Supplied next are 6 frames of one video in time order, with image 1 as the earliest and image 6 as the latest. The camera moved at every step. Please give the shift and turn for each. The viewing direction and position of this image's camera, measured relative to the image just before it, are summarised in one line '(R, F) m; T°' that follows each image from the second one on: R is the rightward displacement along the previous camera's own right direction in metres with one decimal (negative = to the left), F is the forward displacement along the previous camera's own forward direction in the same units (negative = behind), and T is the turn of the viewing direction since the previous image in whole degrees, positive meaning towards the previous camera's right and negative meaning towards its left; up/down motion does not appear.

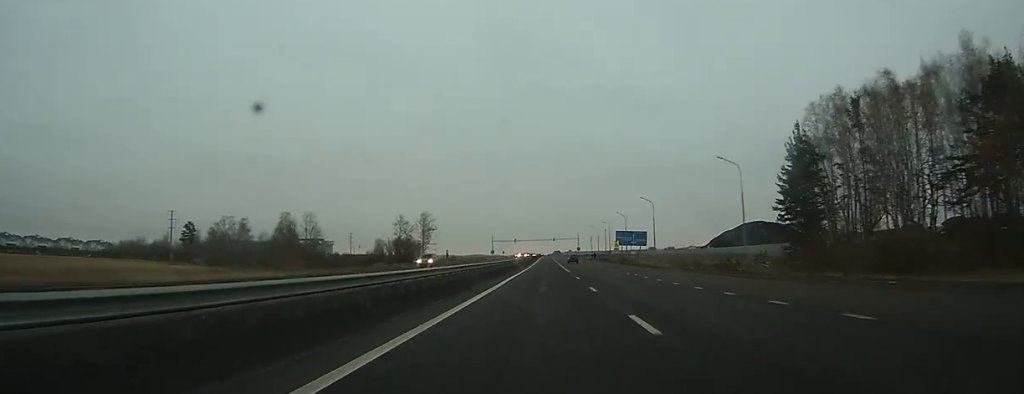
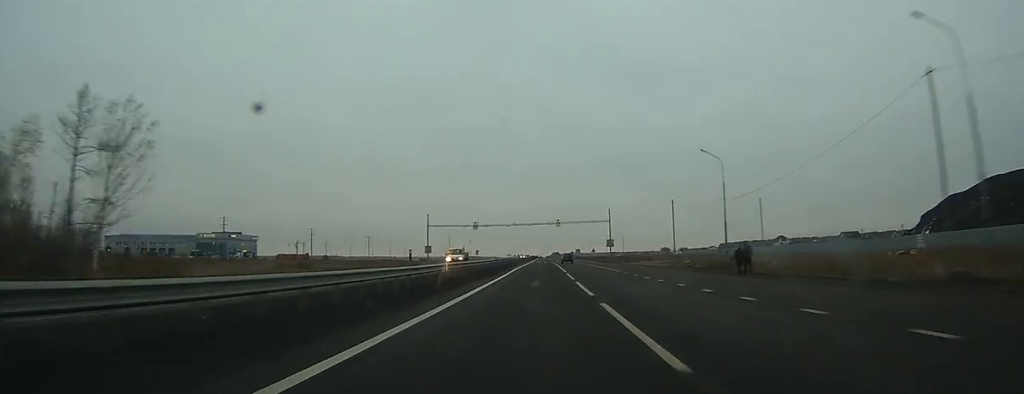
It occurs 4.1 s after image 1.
(0.0, +115.1) m; 0°
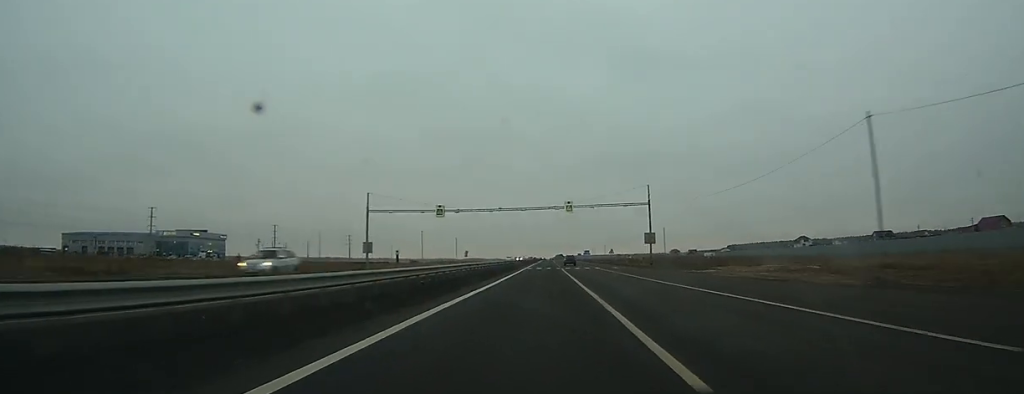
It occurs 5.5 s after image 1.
(0.0, +37.1) m; 0°
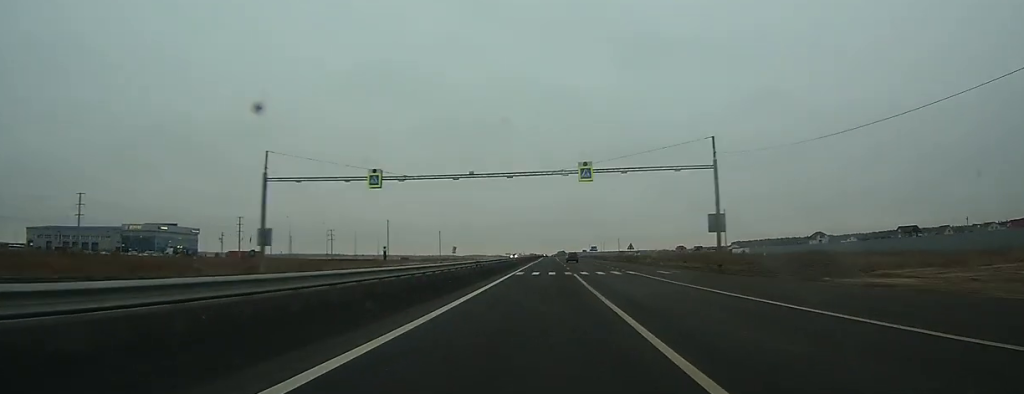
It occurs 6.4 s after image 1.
(0.0, +25.9) m; 0°
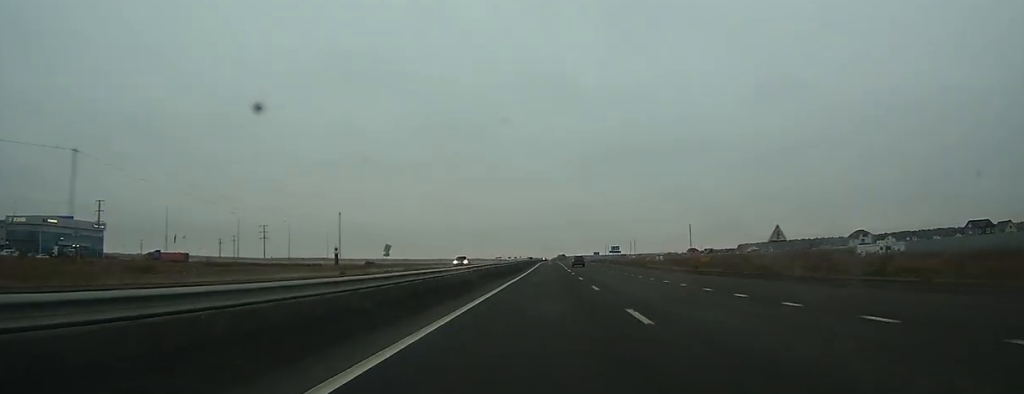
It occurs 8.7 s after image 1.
(0.0, +63.1) m; 0°
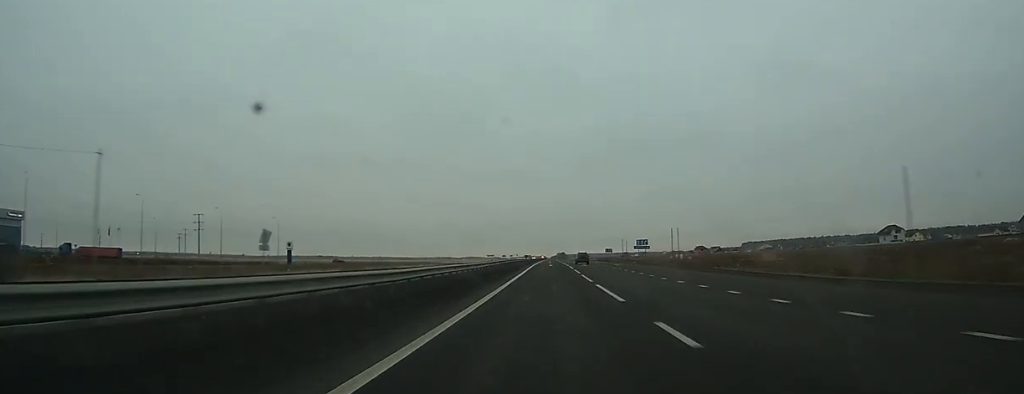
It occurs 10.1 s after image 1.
(0.0, +39.3) m; 0°
